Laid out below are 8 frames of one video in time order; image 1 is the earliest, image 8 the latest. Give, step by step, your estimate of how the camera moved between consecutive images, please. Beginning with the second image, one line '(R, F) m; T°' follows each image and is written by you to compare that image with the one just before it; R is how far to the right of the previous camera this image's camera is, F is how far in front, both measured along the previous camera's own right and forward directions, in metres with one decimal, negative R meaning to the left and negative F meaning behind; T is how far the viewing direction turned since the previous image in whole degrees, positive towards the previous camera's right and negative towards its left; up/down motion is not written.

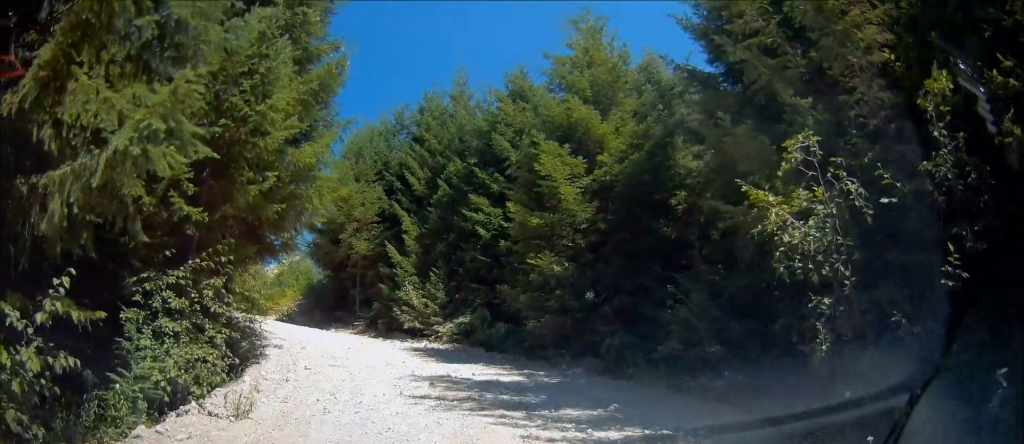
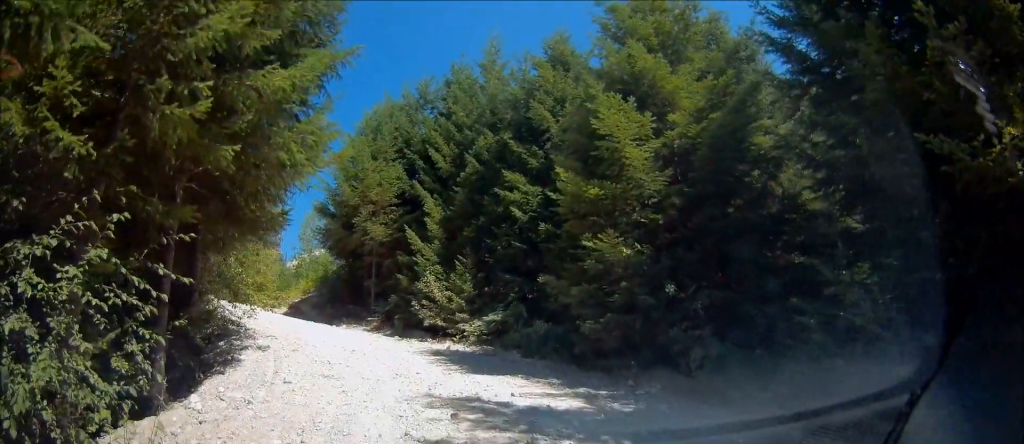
(-0.2, +3.5) m; -11°
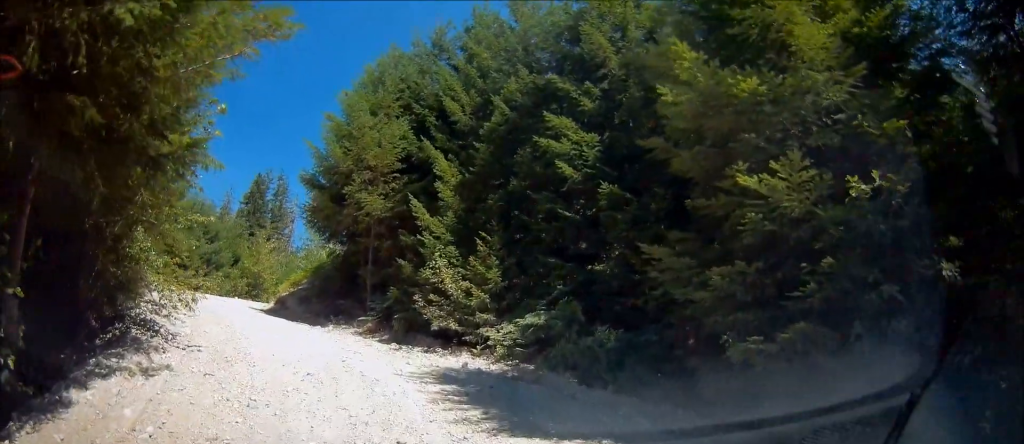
(-0.5, +6.0) m; -1°
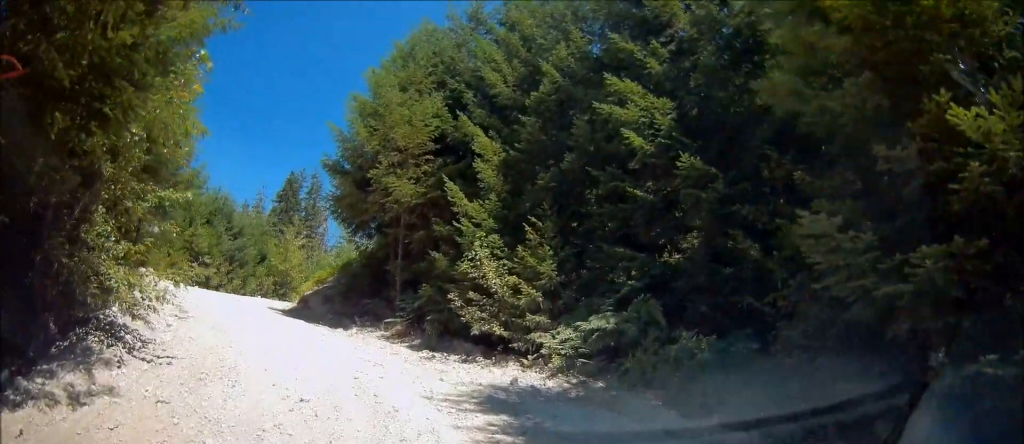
(+0.1, +2.5) m; 0°
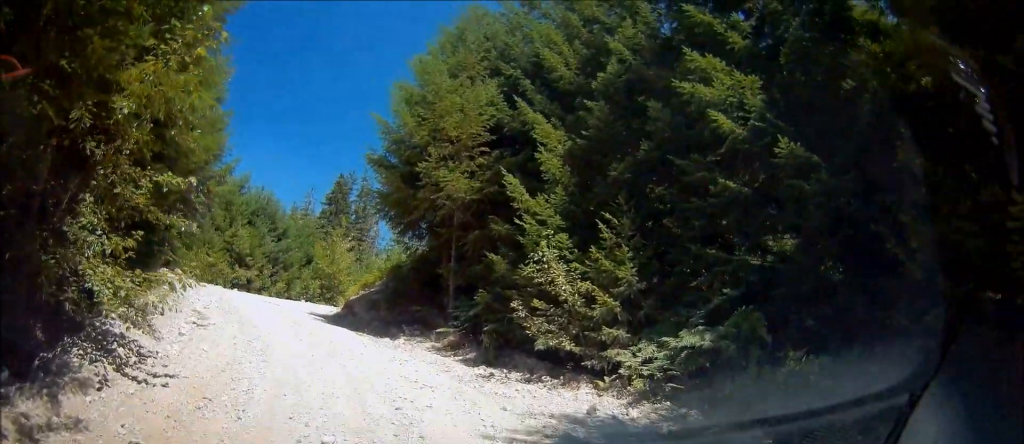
(+0.1, +1.7) m; -2°
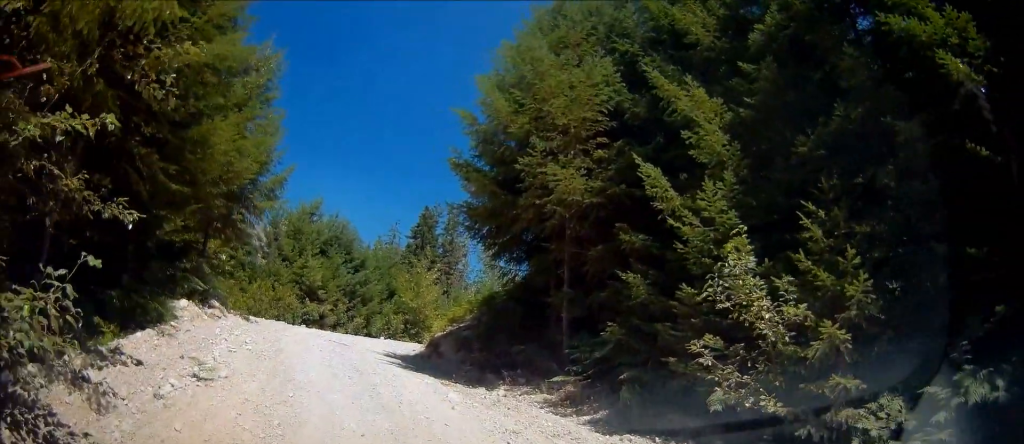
(-0.2, +3.9) m; -4°
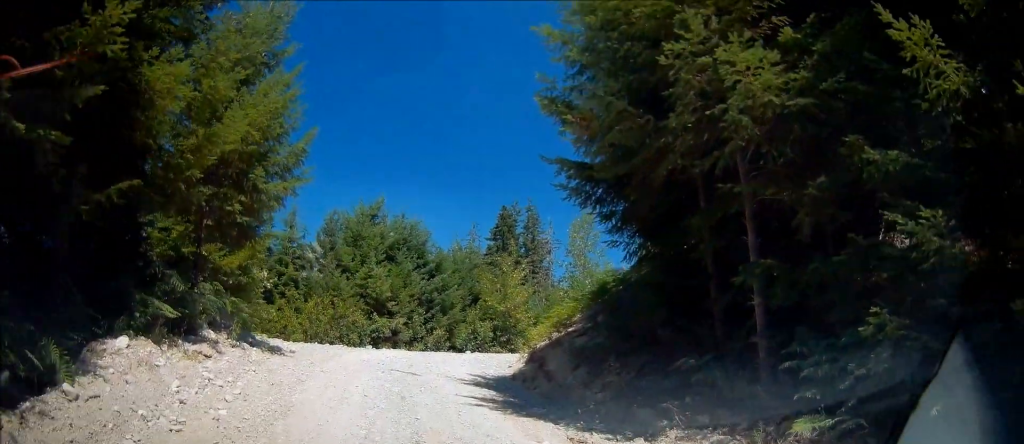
(-0.2, +5.5) m; -9°
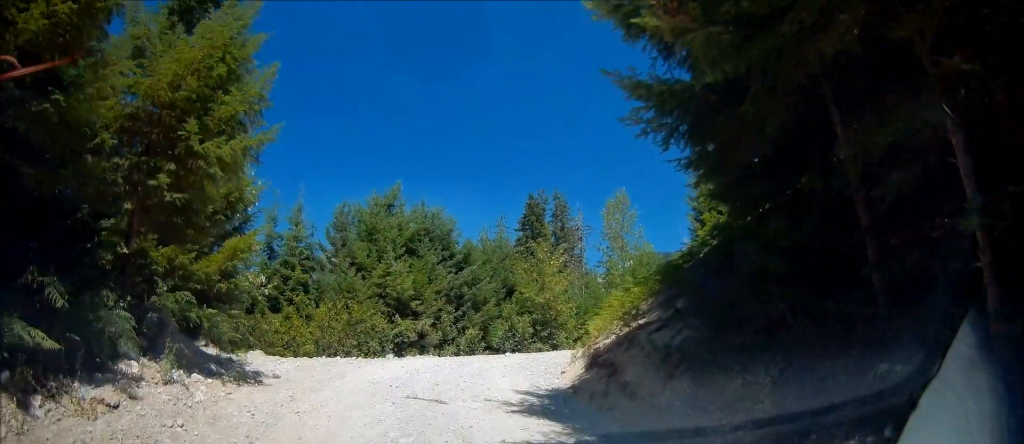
(-0.5, +3.9) m; -8°
